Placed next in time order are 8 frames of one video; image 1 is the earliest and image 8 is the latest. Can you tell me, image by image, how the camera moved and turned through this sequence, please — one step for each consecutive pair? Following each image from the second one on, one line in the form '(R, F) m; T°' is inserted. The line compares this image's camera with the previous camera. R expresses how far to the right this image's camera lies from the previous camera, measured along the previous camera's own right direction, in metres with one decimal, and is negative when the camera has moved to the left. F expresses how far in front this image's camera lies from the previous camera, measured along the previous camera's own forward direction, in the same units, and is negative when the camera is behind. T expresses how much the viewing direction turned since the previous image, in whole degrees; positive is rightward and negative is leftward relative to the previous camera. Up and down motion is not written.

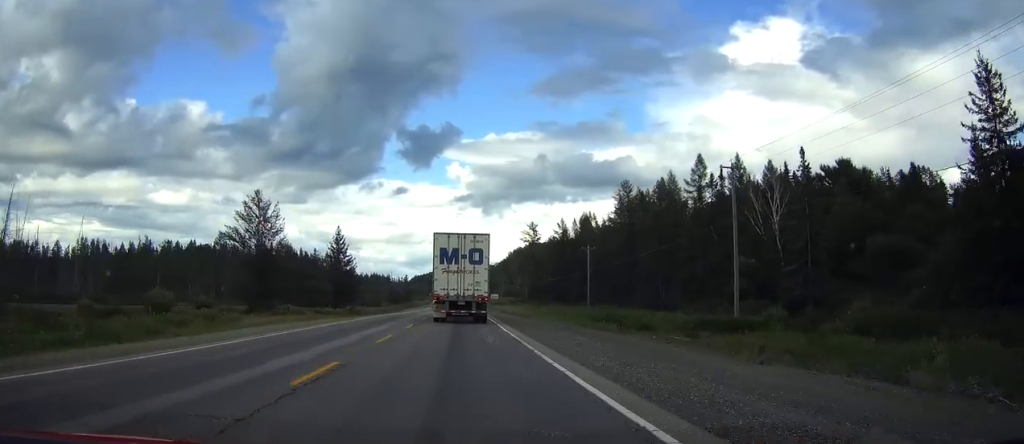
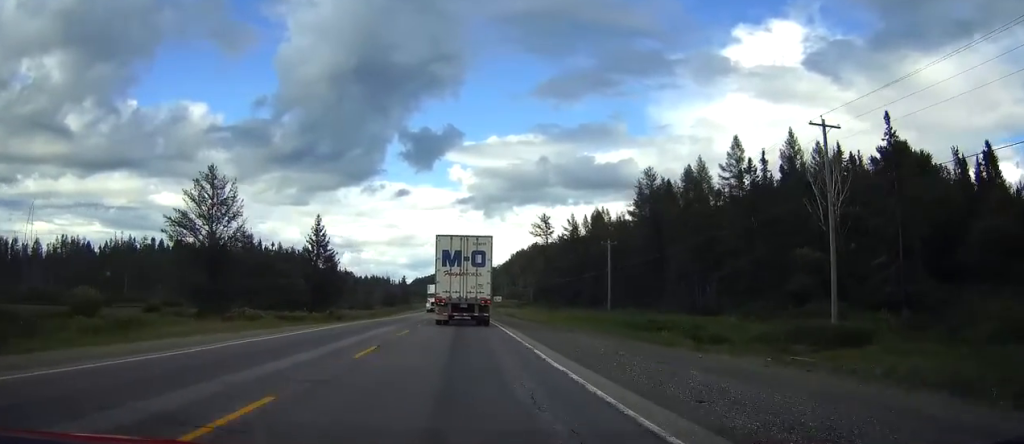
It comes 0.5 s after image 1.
(0.0, +13.3) m; 0°
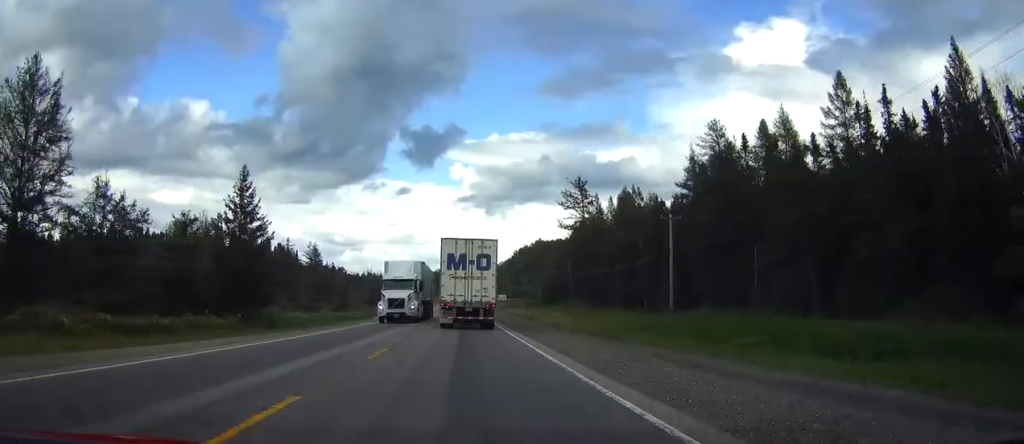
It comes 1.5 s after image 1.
(0.0, +26.6) m; 0°
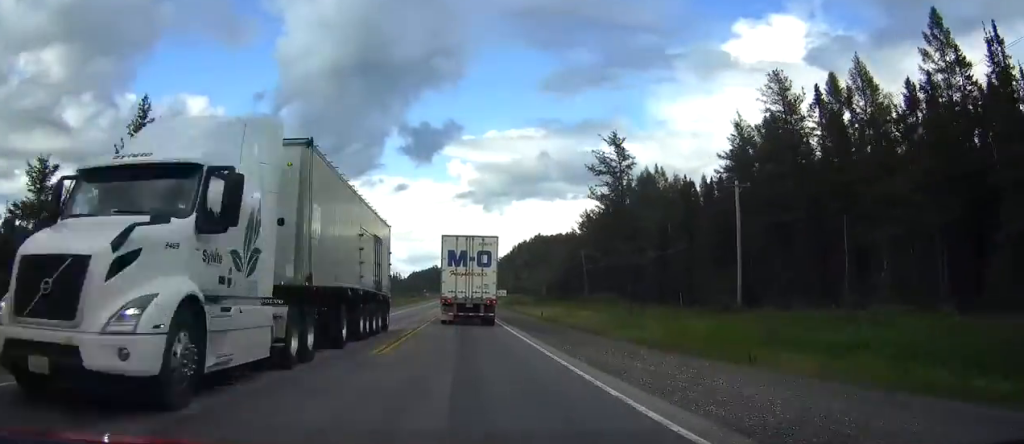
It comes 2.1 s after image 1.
(0.0, +16.8) m; 0°
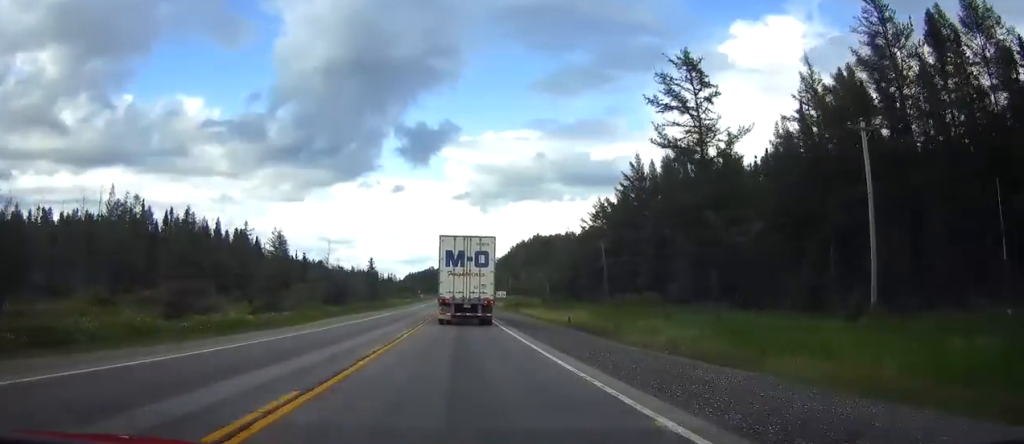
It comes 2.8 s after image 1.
(0.0, +17.7) m; 0°
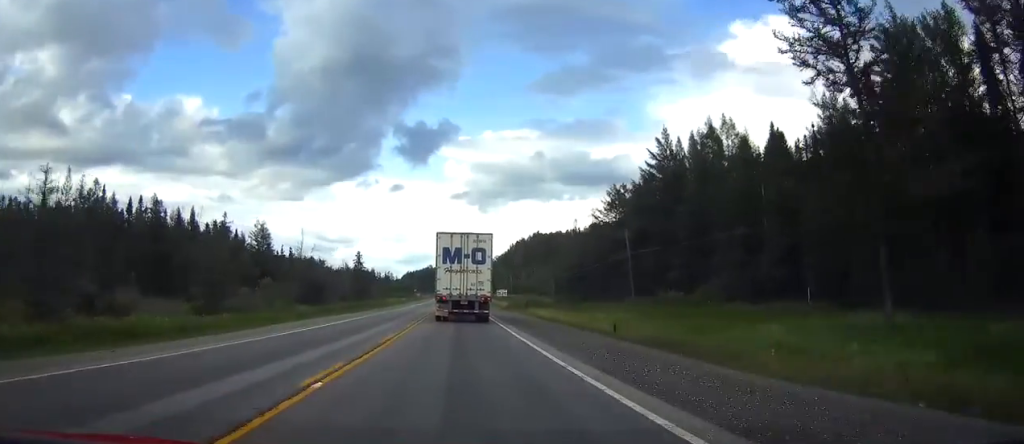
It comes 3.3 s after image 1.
(0.0, +14.1) m; 0°
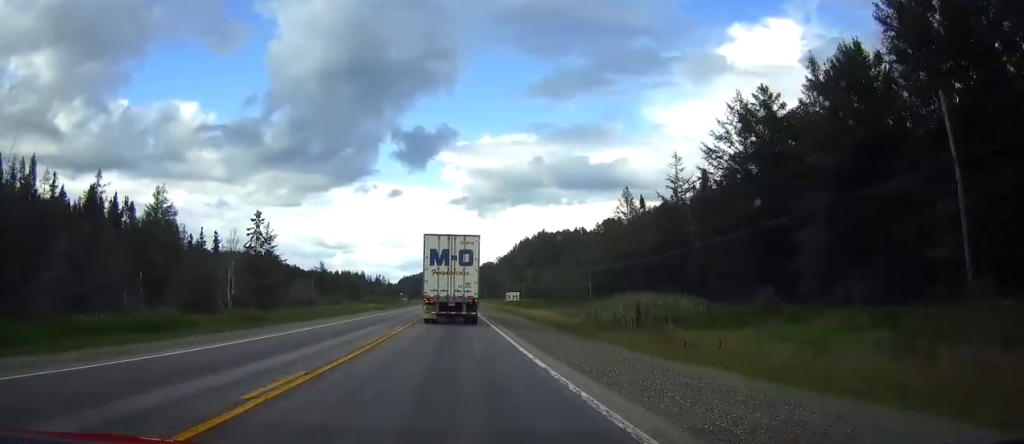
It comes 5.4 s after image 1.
(-0.1, +55.3) m; 0°
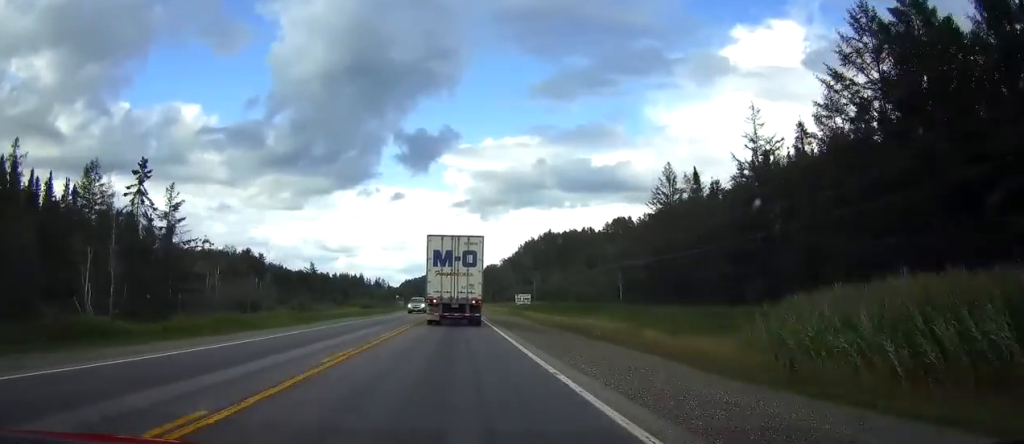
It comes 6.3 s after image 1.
(+0.1, +22.7) m; 0°
